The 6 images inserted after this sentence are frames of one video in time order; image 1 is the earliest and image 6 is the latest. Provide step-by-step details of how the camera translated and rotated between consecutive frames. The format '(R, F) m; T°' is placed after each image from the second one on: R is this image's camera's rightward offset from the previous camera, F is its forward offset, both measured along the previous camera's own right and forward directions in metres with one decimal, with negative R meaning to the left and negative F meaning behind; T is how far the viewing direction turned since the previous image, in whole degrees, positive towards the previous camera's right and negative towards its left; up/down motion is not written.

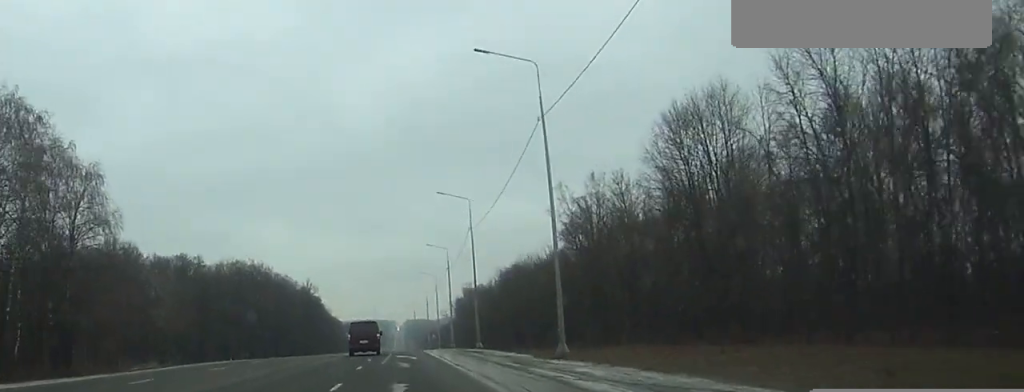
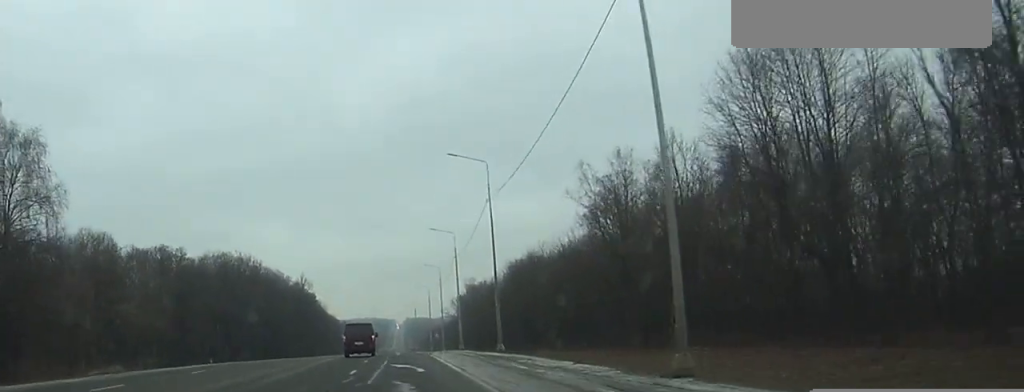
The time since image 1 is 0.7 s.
(0.0, +15.1) m; 0°
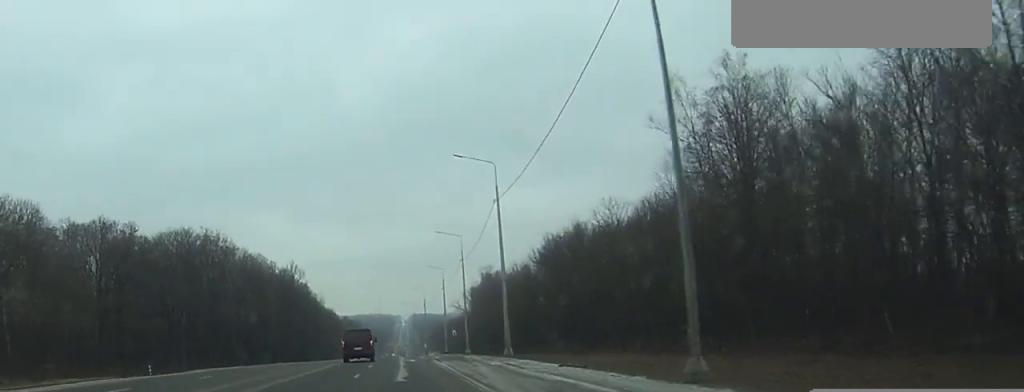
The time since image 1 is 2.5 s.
(0.0, +36.1) m; 0°
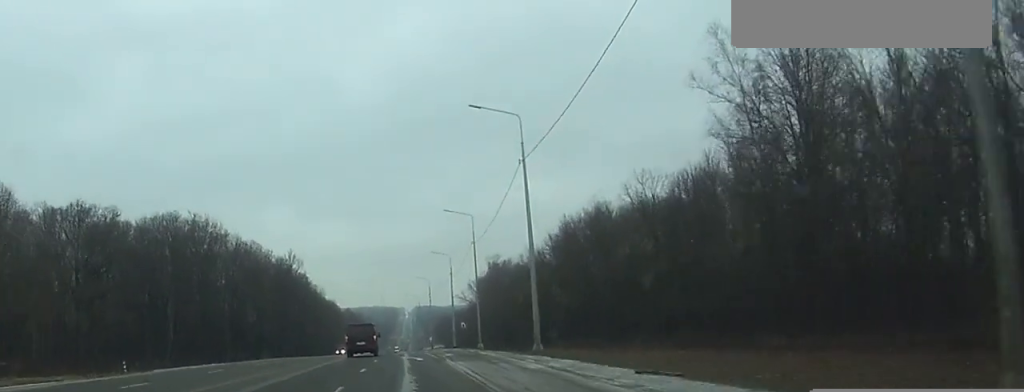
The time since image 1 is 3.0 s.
(0.0, +10.5) m; 0°
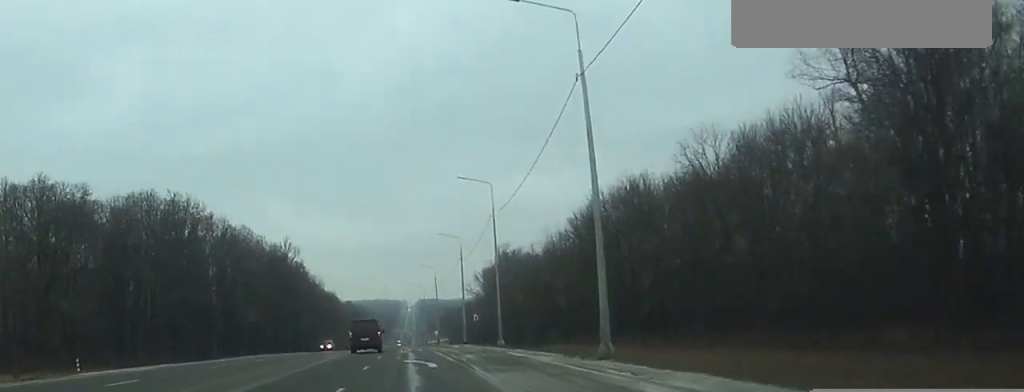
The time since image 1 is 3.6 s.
(-0.1, +14.0) m; 0°
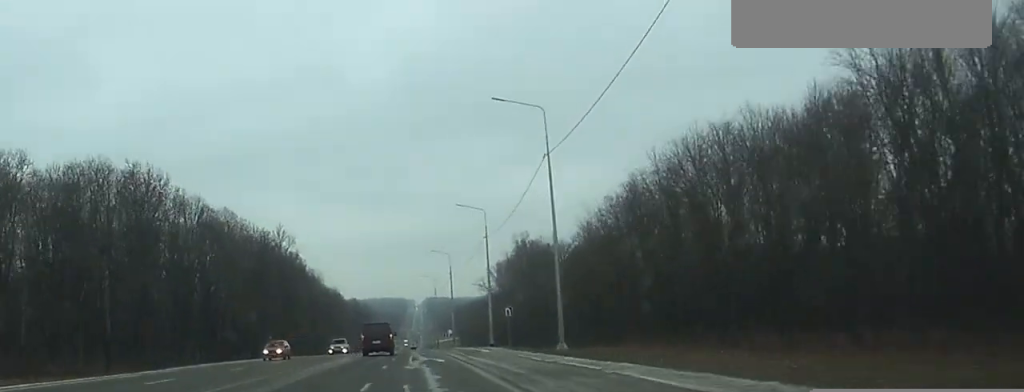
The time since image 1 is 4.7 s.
(-0.1, +21.8) m; -1°
